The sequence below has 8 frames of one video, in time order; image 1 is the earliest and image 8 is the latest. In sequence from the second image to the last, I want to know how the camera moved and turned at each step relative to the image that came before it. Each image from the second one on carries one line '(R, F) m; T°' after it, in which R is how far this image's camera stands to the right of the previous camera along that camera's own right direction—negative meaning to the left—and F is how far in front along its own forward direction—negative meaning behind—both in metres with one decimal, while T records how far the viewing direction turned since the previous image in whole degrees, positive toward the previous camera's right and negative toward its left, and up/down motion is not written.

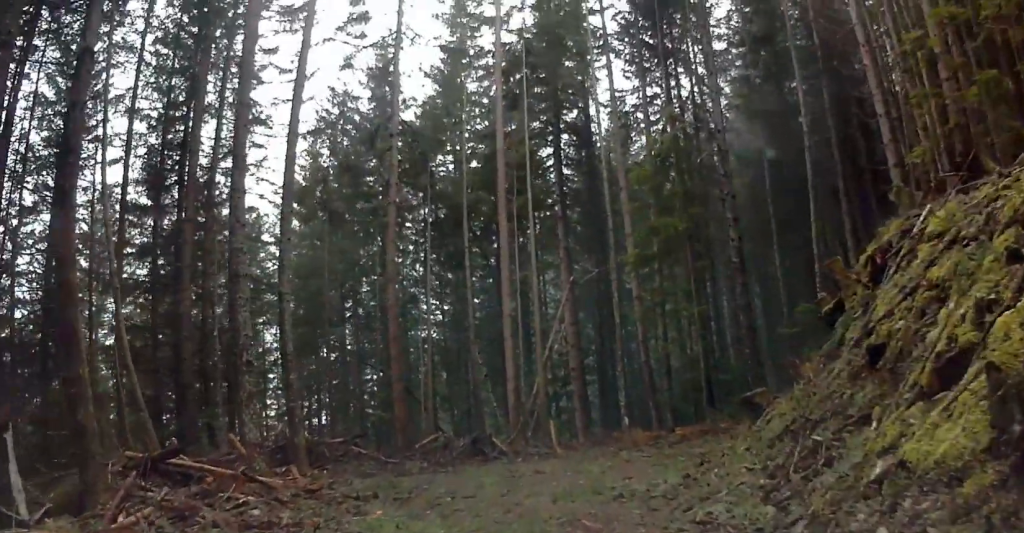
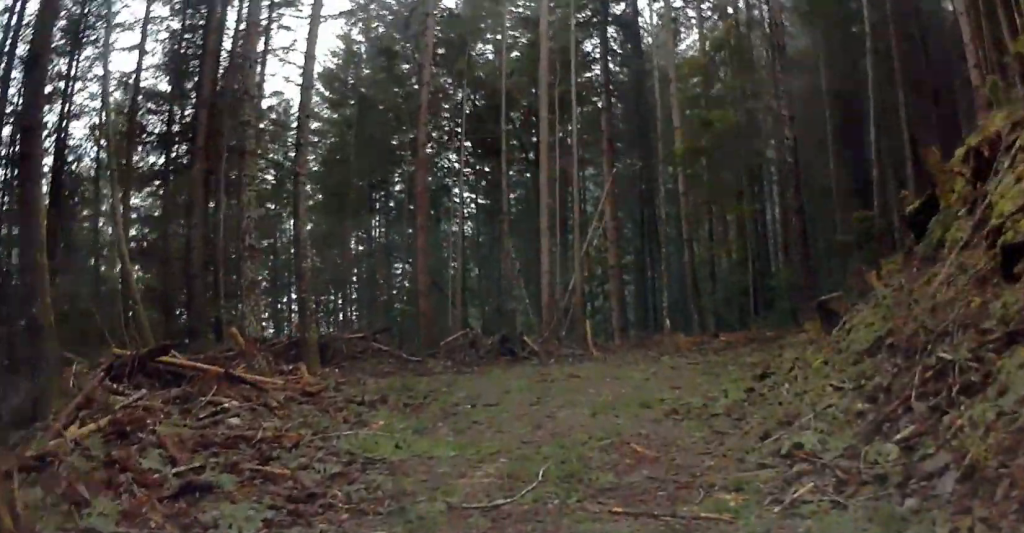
(0.0, +3.1) m; +3°
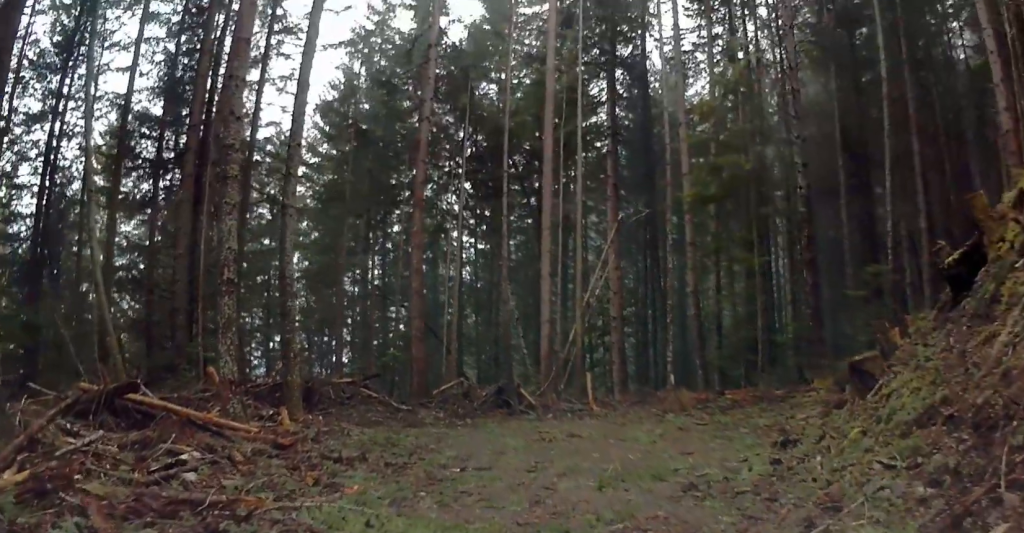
(+0.1, +2.0) m; -6°
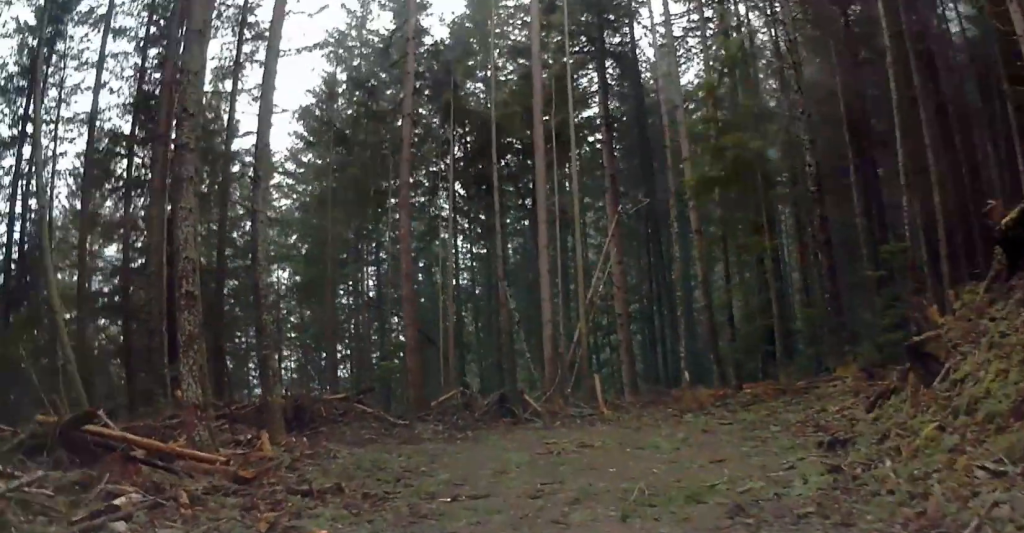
(-0.2, +2.3) m; -5°
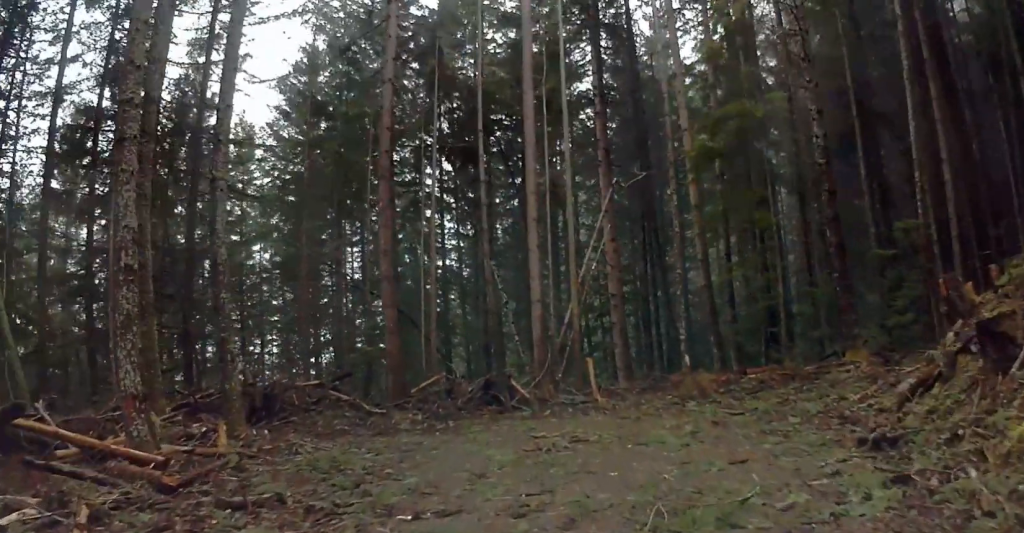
(-0.3, +2.0) m; -1°
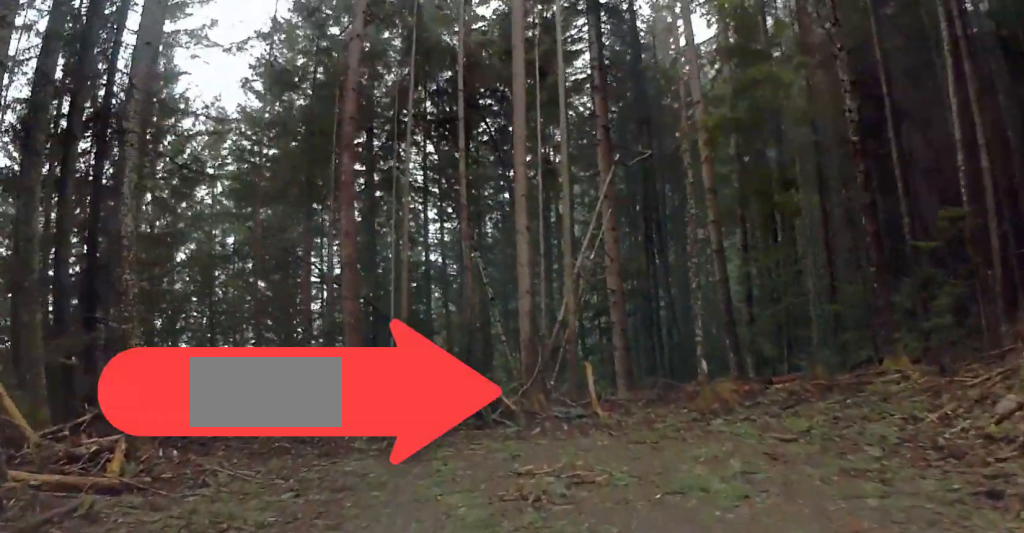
(+0.4, +4.1) m; +6°
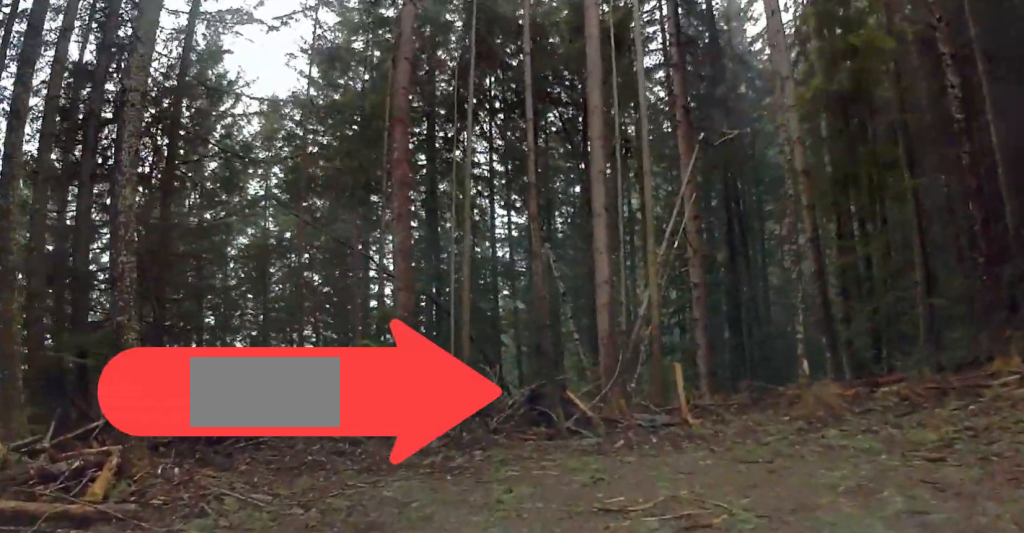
(+0.1, +2.6) m; +1°
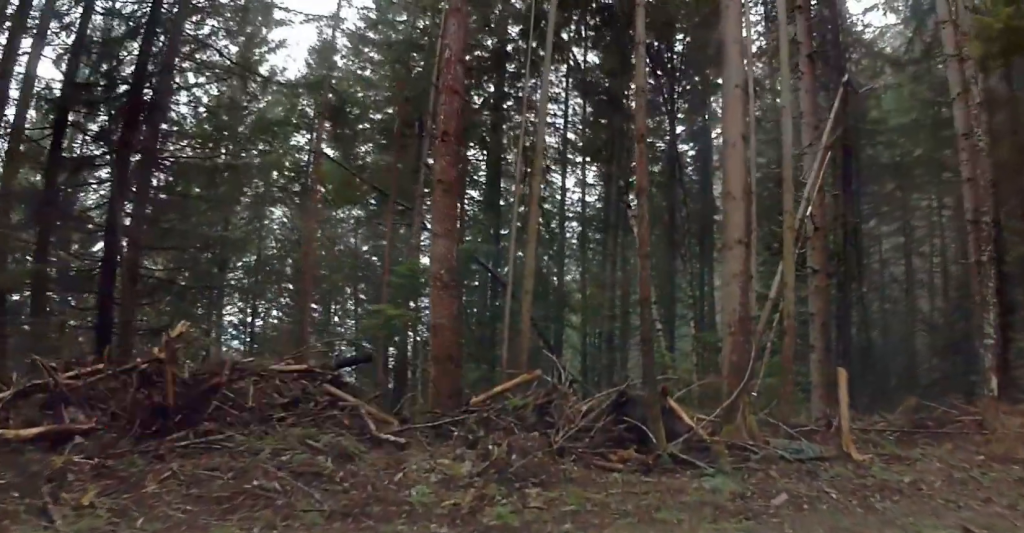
(+0.1, +5.5) m; +5°
